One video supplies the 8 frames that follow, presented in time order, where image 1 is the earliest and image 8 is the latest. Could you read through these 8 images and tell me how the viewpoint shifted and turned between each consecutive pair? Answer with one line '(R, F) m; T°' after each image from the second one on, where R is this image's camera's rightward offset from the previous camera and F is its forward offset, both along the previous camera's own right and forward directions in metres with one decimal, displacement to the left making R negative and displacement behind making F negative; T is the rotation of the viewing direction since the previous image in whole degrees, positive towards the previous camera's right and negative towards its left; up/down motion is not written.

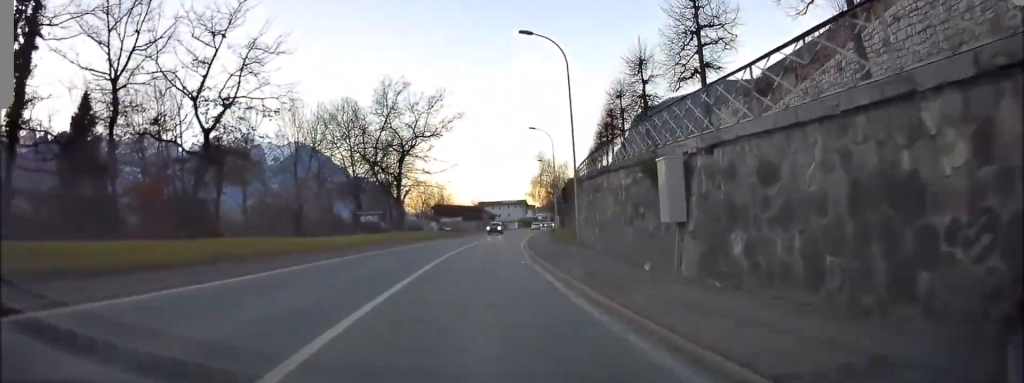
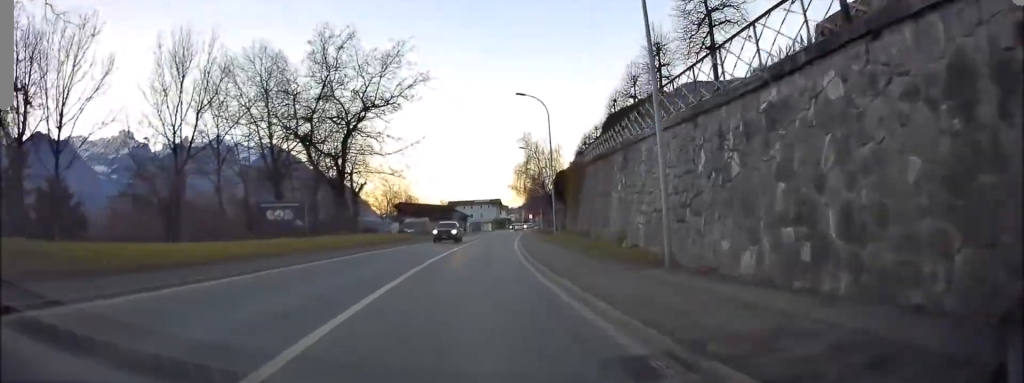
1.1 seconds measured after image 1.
(+0.5, +15.5) m; +3°
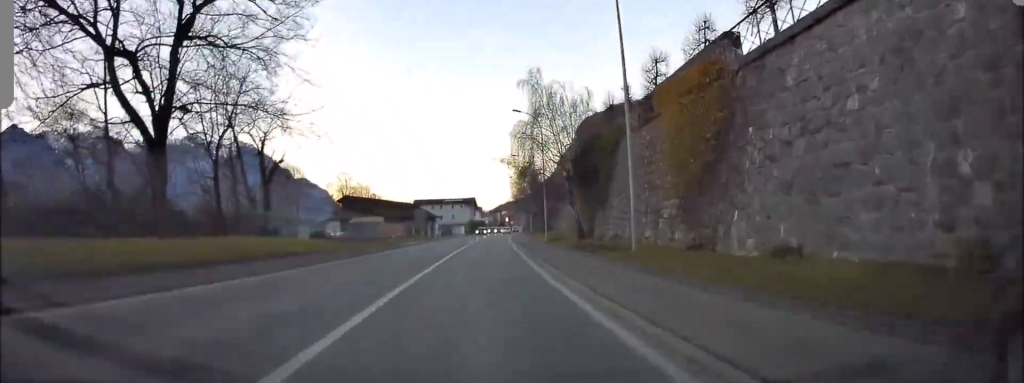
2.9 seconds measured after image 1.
(+0.7, +25.4) m; +3°
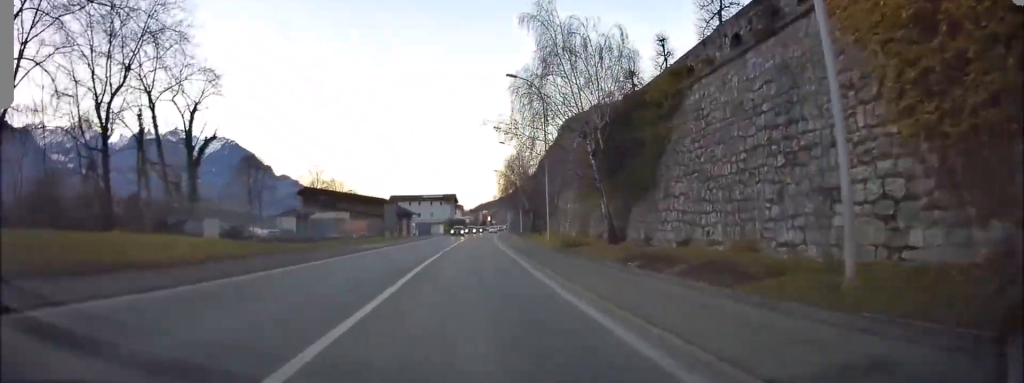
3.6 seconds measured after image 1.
(+0.1, +11.3) m; +2°
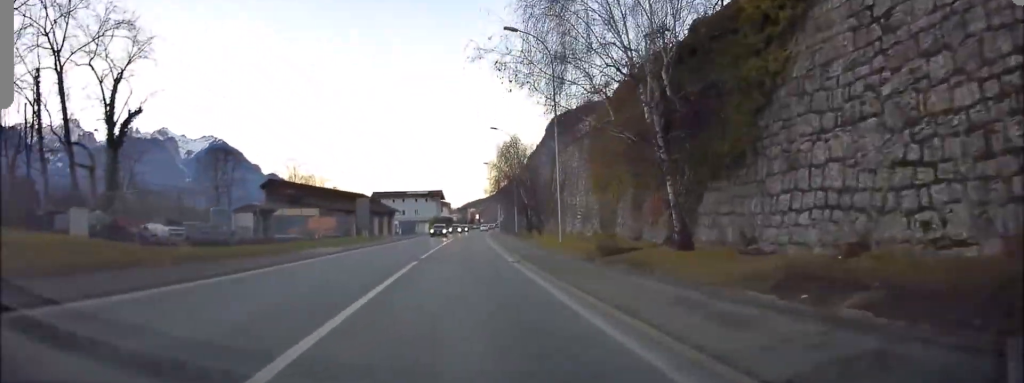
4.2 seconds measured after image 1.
(+0.2, +8.5) m; +1°
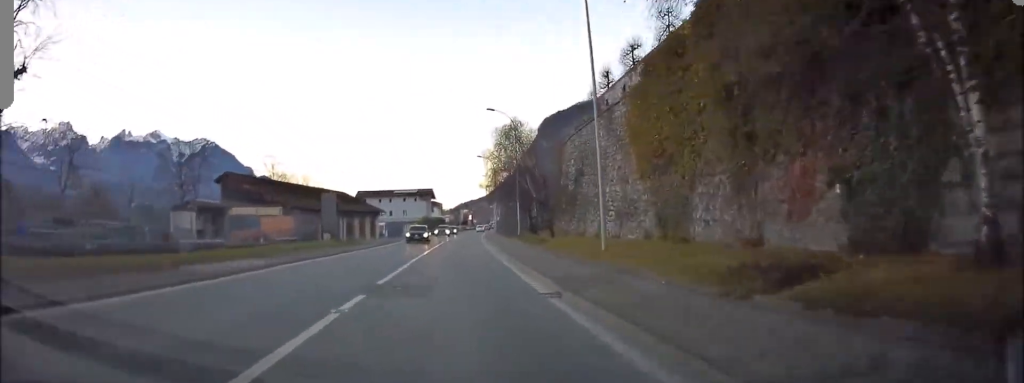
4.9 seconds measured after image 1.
(+0.2, +10.1) m; +1°
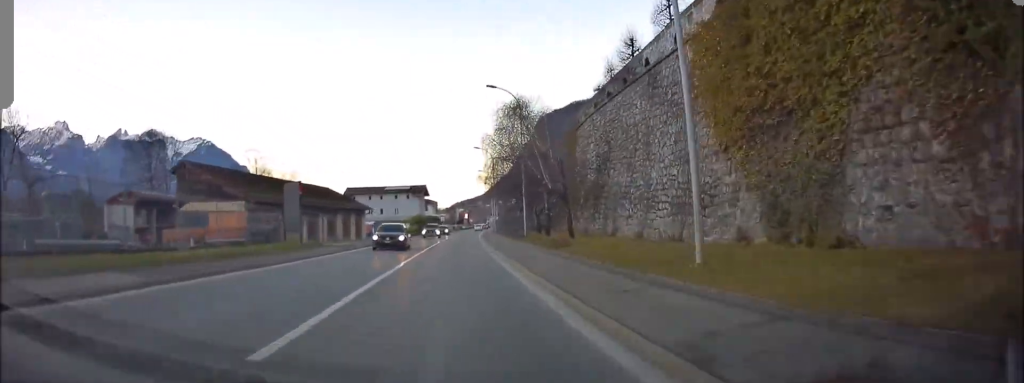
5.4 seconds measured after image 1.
(0.0, +7.6) m; 0°
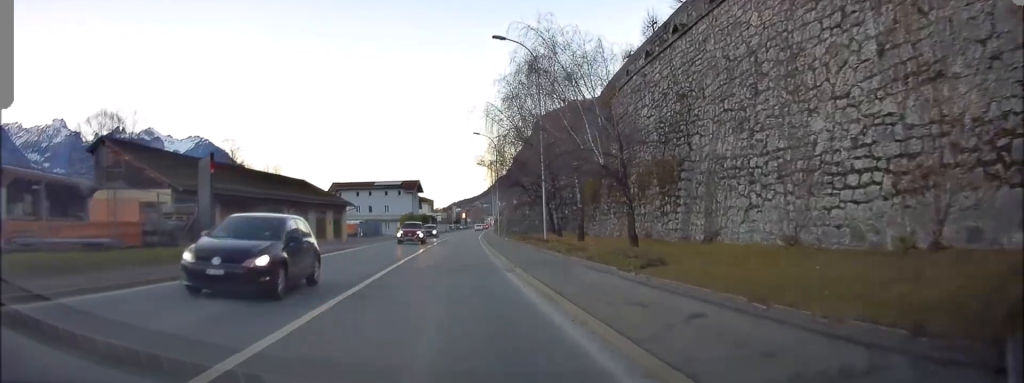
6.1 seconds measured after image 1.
(0.0, +11.1) m; 0°
